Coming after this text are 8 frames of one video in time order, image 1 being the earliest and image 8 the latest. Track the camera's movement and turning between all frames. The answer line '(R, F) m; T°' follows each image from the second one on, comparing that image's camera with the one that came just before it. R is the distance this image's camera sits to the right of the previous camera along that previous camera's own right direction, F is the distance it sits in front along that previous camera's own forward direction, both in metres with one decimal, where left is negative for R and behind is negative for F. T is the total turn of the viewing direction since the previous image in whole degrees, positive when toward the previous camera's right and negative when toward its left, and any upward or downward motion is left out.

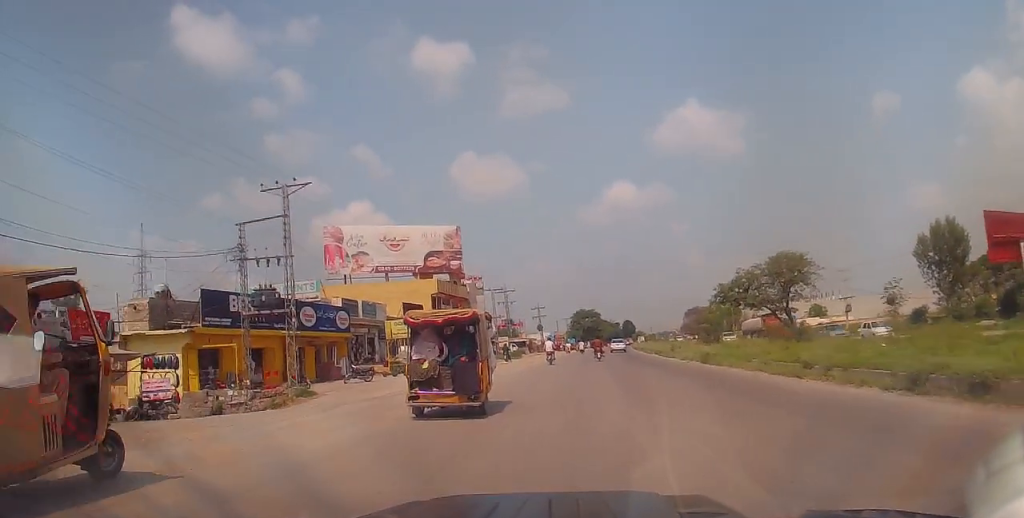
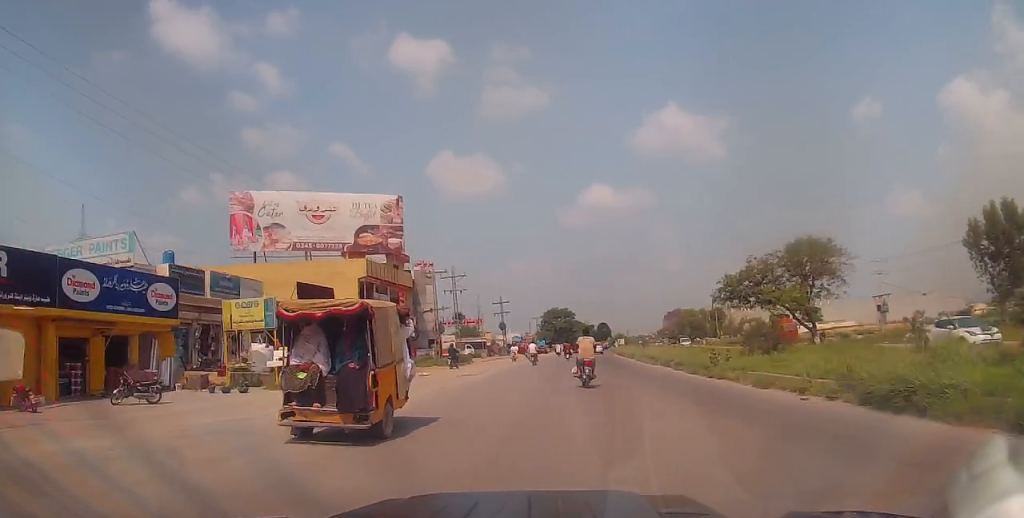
(-0.9, +18.1) m; -2°
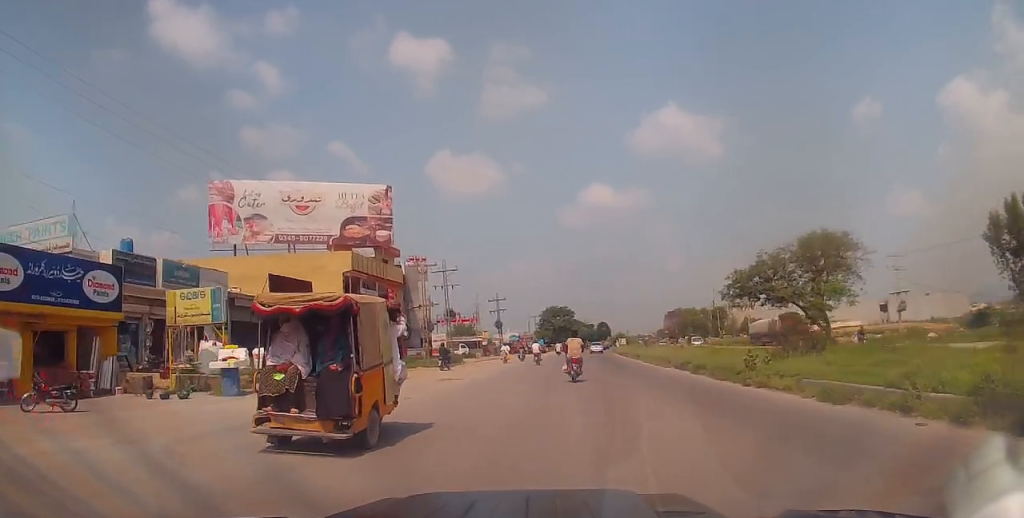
(+0.1, +4.2) m; +1°
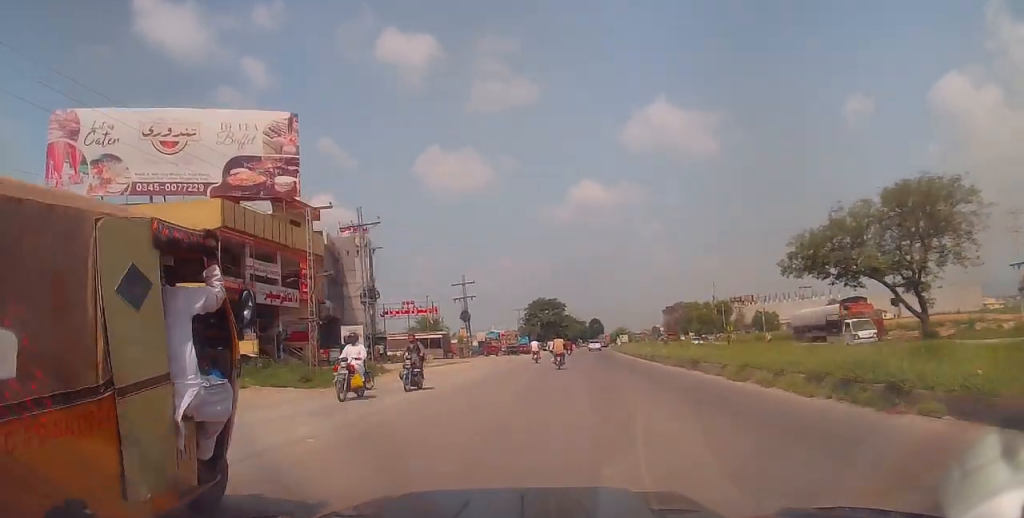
(+0.2, +21.7) m; -1°
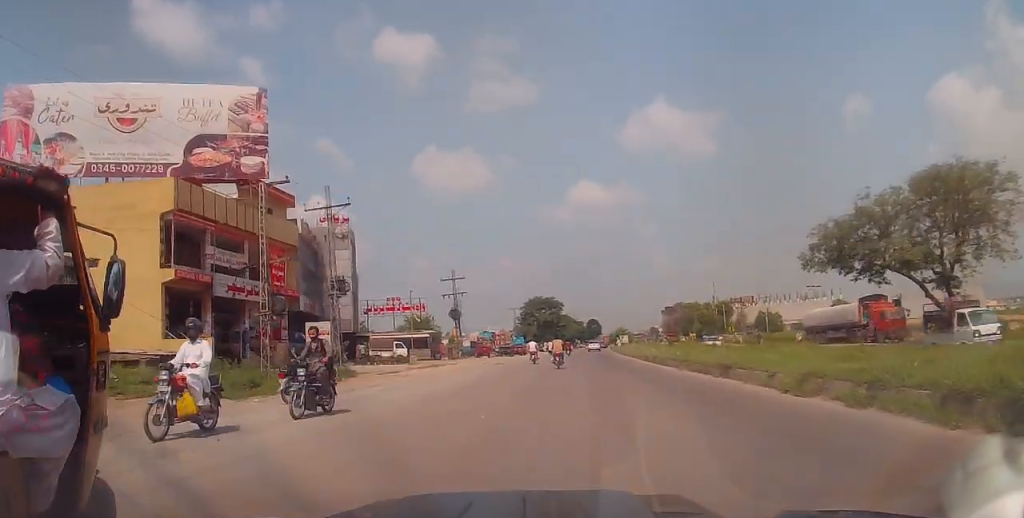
(0.0, +4.7) m; -1°
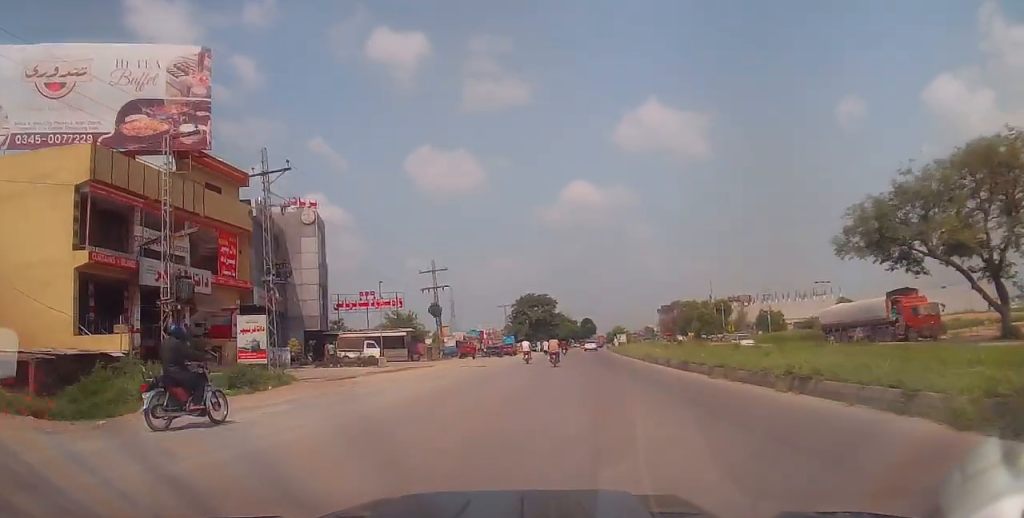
(-0.1, +6.5) m; 0°
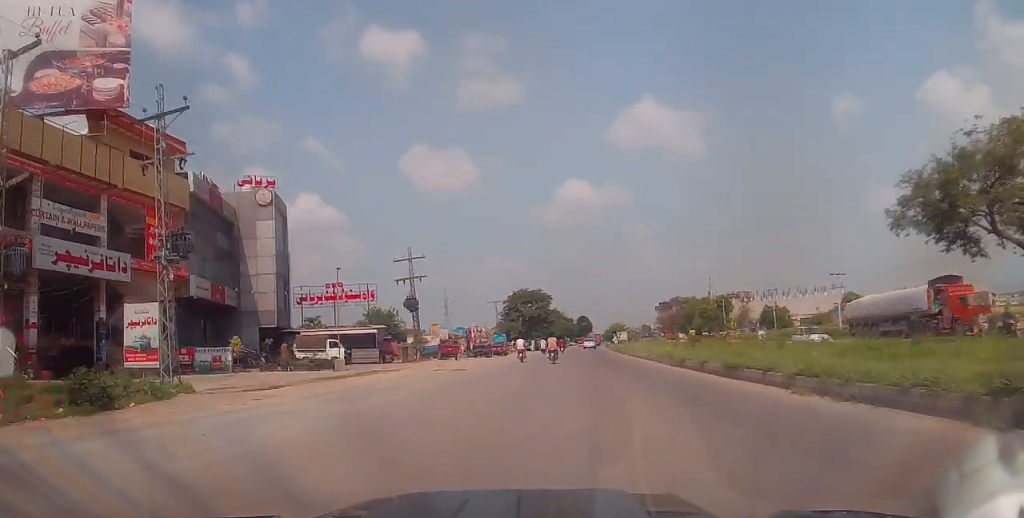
(0.0, +6.9) m; 0°
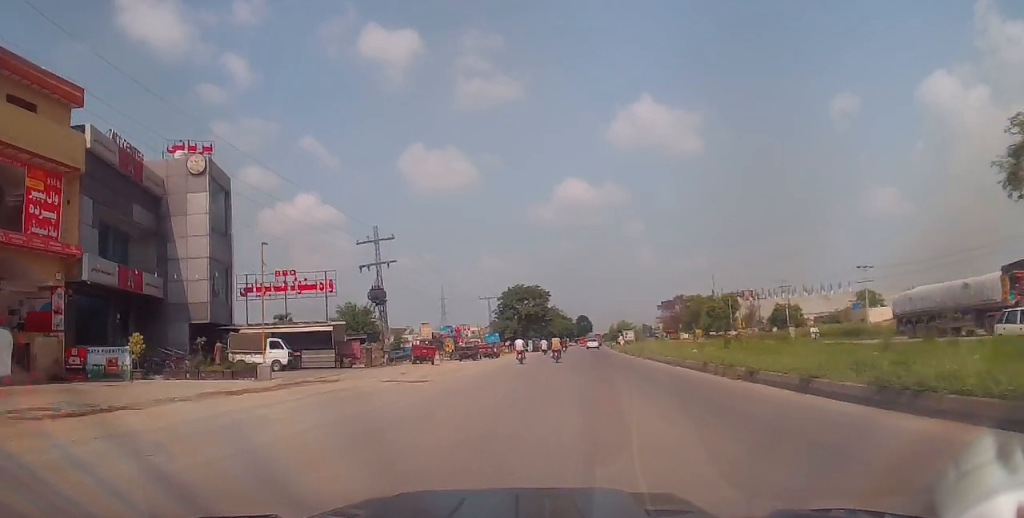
(+0.1, +8.6) m; +1°
